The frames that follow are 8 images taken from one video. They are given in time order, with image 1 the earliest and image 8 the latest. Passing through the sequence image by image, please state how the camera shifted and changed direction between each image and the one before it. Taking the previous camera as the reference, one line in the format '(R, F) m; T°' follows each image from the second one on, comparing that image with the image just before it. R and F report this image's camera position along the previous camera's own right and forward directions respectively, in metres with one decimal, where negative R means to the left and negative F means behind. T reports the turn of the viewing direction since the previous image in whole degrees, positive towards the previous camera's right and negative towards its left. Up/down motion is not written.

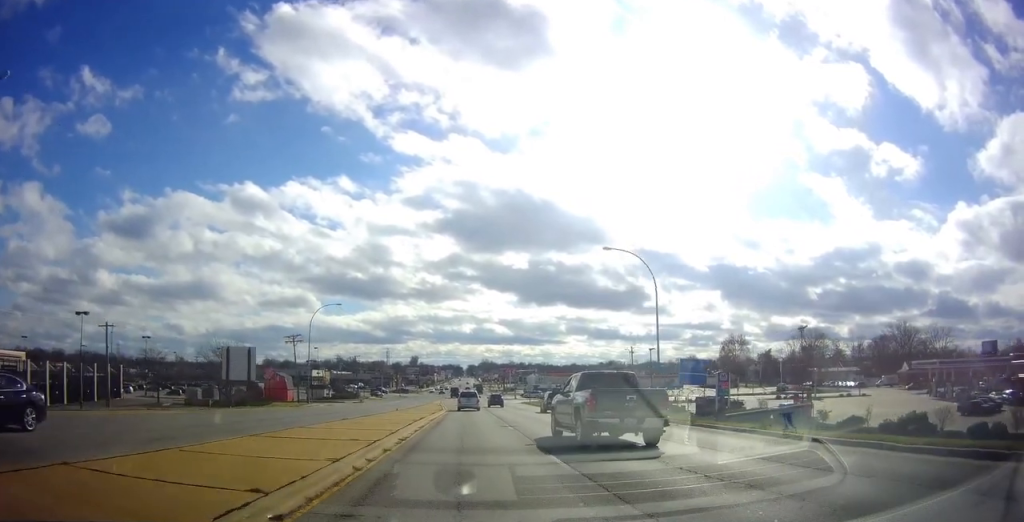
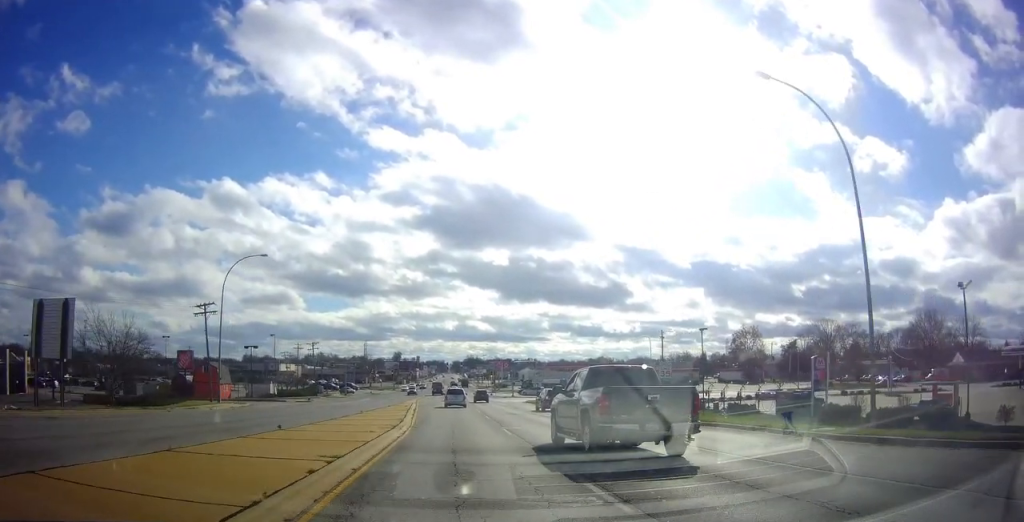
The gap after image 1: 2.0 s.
(-0.2, +27.9) m; +2°
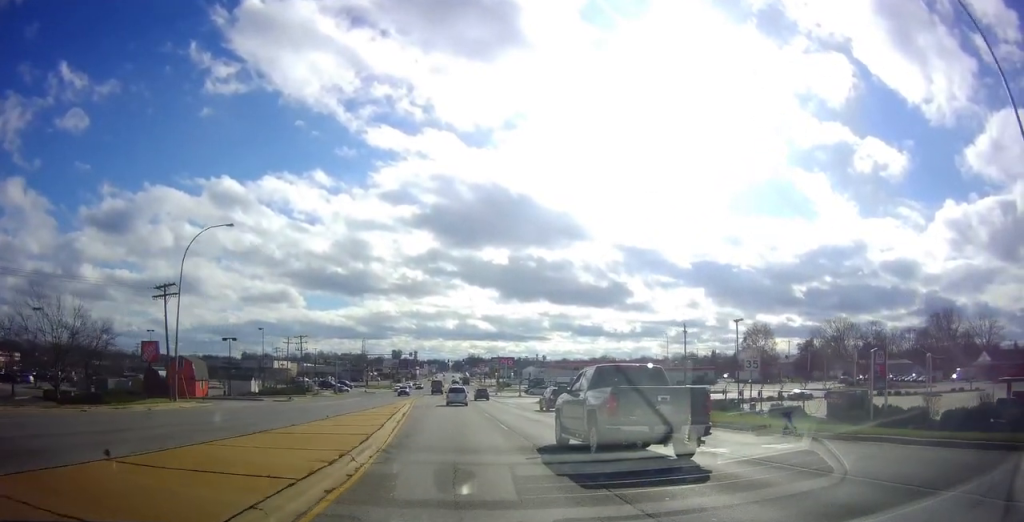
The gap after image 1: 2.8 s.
(+0.1, +10.0) m; +1°
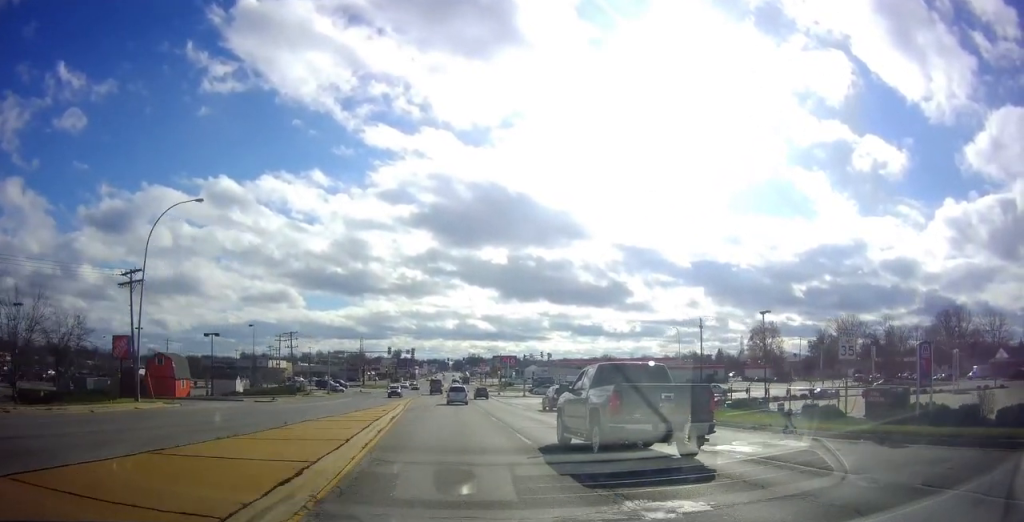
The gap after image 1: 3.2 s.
(0.0, +6.5) m; 0°
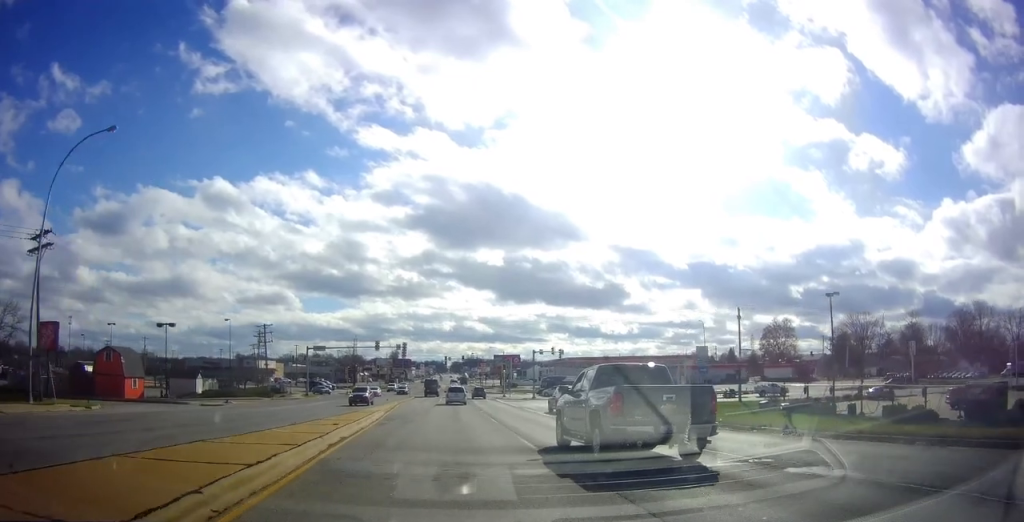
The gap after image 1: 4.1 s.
(0.0, +13.1) m; 0°
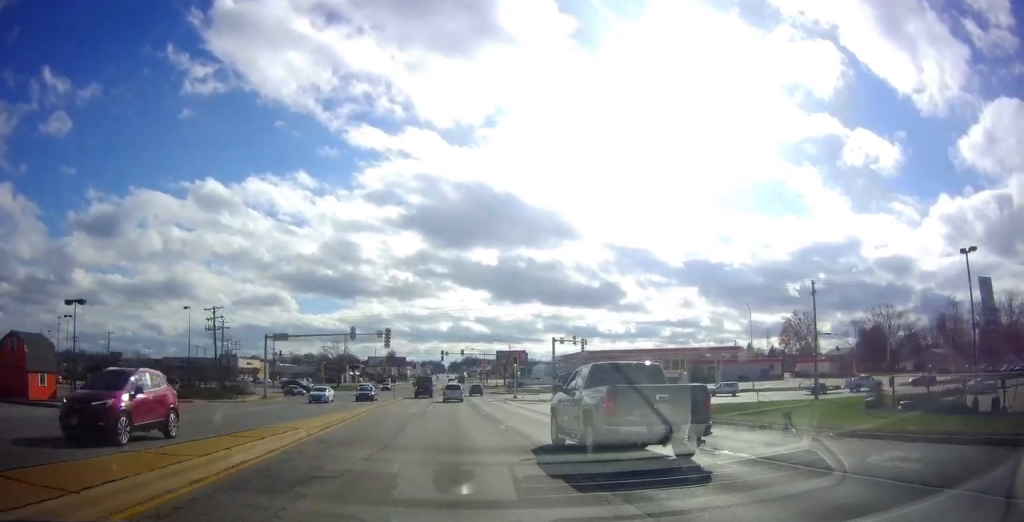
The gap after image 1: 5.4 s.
(0.0, +17.7) m; 0°
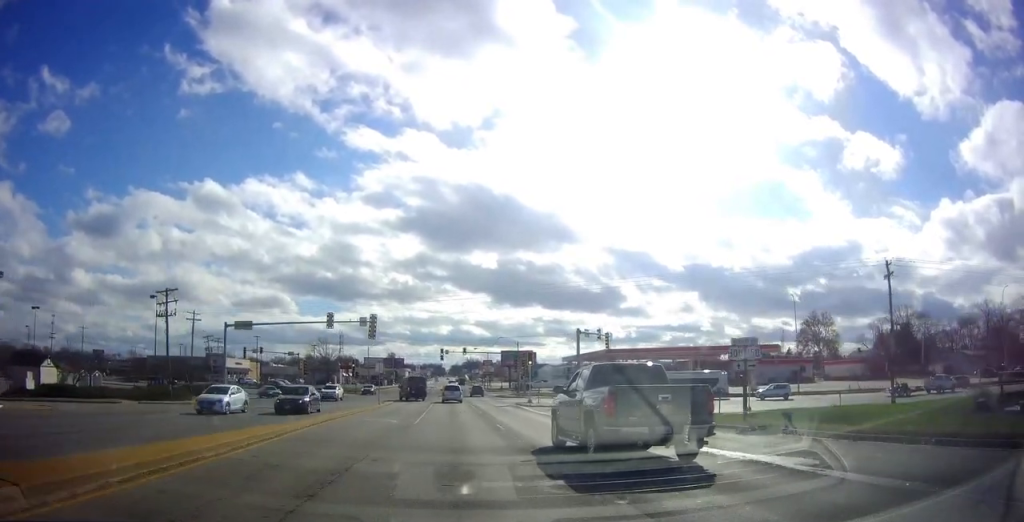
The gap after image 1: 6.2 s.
(0.0, +11.6) m; 0°
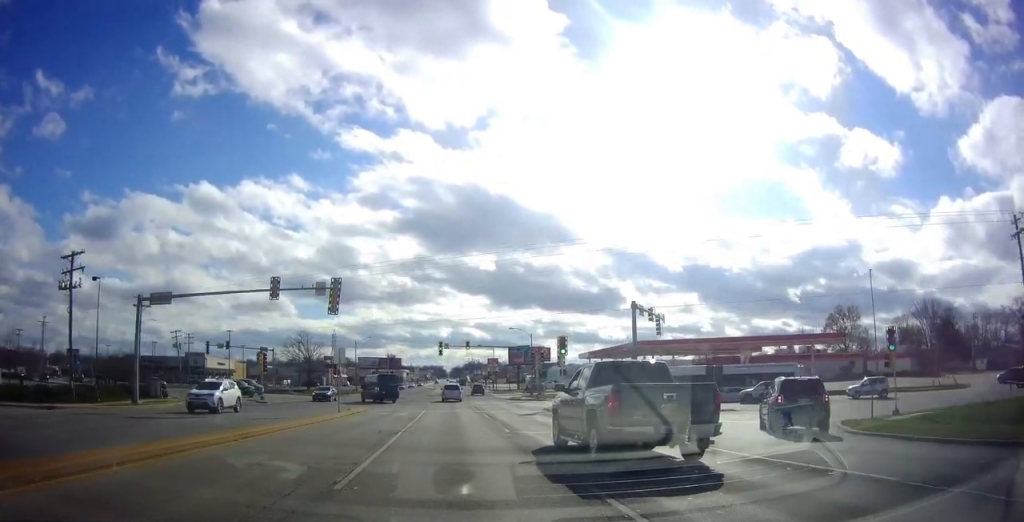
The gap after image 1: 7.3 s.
(0.0, +15.2) m; 0°
